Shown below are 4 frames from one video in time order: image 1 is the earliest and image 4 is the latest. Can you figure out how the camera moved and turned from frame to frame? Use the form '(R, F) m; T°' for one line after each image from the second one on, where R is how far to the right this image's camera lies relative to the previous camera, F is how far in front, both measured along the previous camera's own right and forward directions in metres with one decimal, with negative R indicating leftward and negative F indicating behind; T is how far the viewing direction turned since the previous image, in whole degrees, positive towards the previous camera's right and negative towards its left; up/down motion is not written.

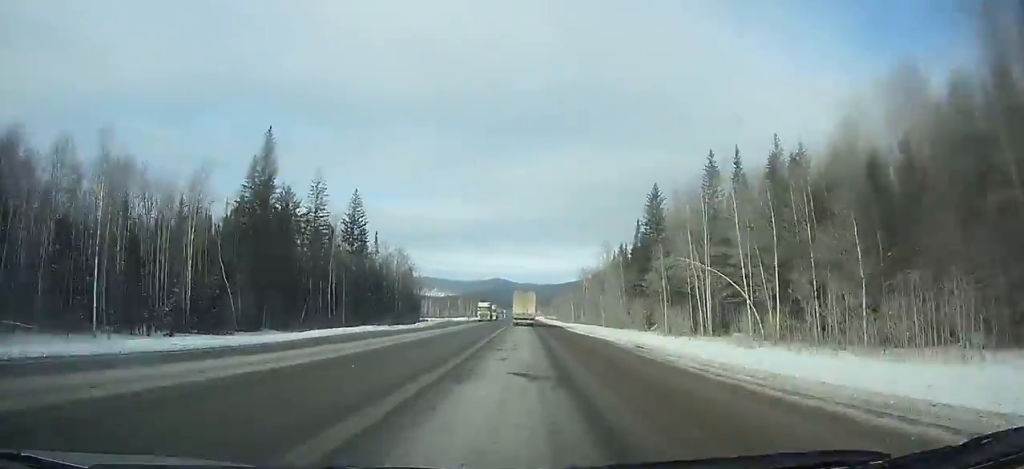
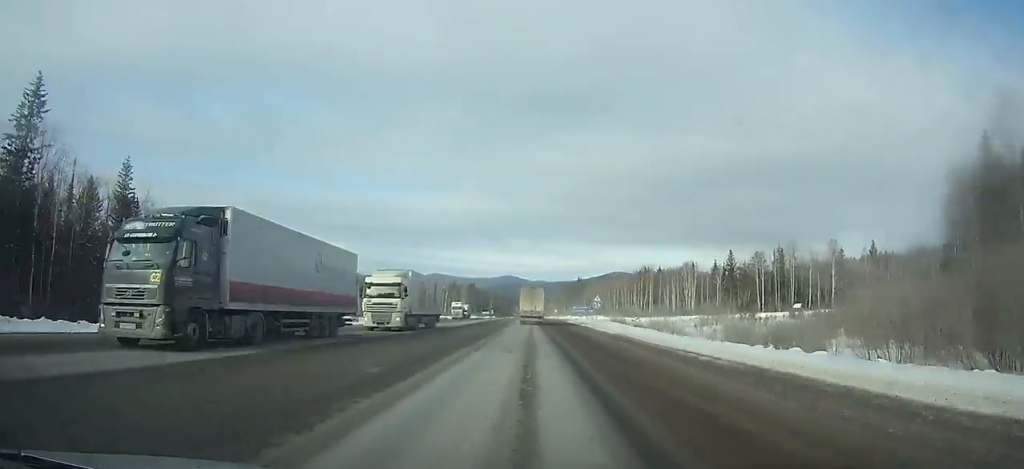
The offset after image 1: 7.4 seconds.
(-1.7, +192.0) m; -1°
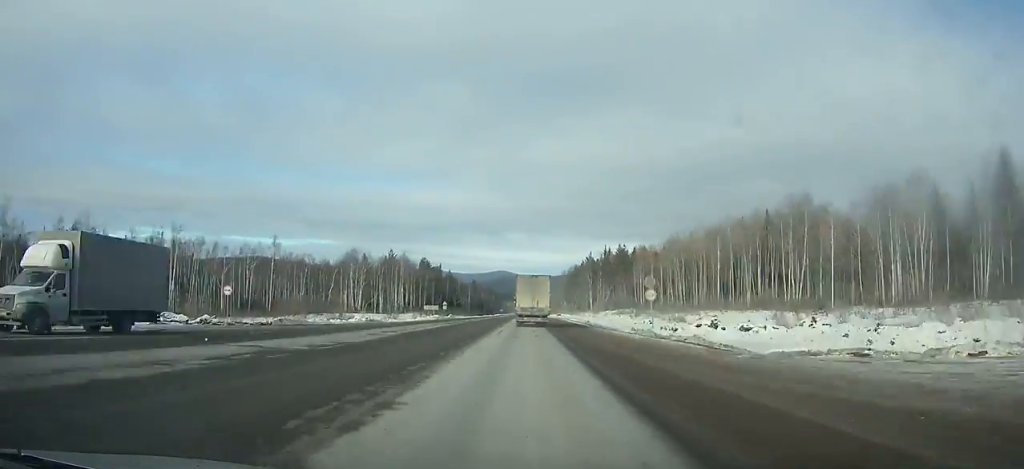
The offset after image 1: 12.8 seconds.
(+0.7, +135.5) m; 0°
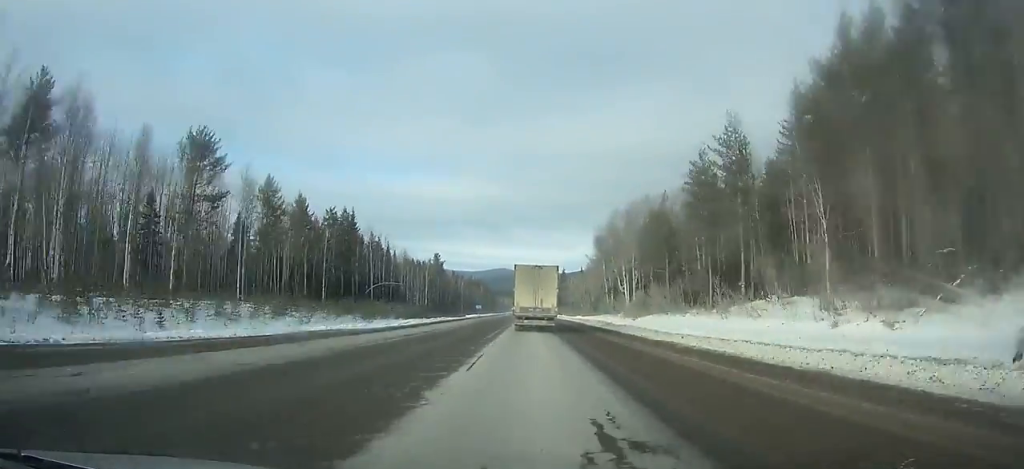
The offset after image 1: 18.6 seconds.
(0.0, +144.1) m; 0°
